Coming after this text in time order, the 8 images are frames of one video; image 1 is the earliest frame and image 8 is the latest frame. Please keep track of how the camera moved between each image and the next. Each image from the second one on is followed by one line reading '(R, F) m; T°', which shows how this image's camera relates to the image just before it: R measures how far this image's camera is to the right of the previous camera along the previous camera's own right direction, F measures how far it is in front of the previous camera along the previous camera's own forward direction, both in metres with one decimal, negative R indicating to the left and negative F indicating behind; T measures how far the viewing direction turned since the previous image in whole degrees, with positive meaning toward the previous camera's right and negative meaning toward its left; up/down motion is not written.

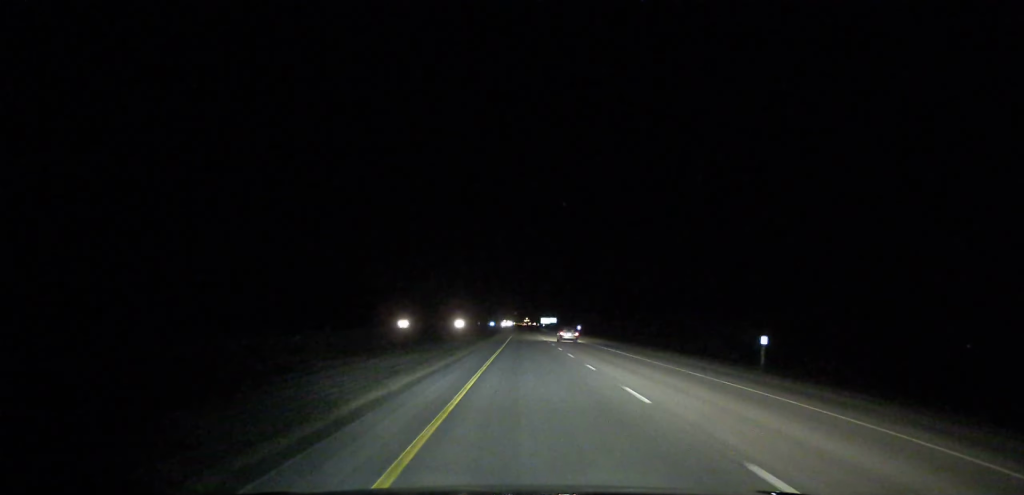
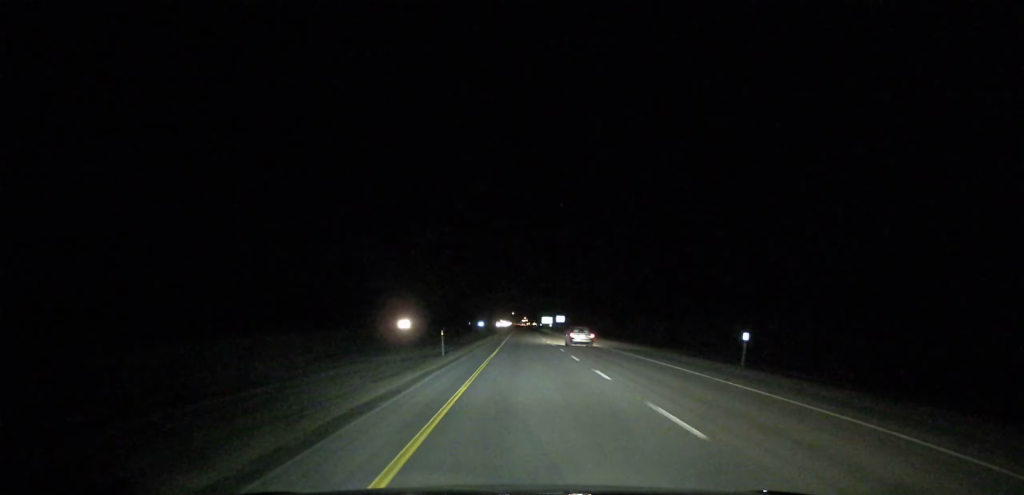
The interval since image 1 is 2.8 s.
(+0.1, +97.8) m; 0°
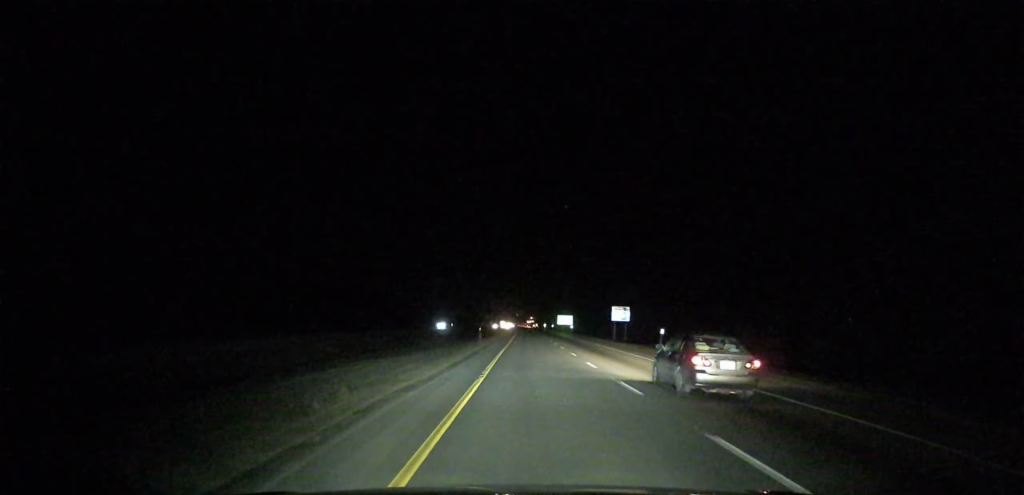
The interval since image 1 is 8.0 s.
(0.0, +180.2) m; 0°
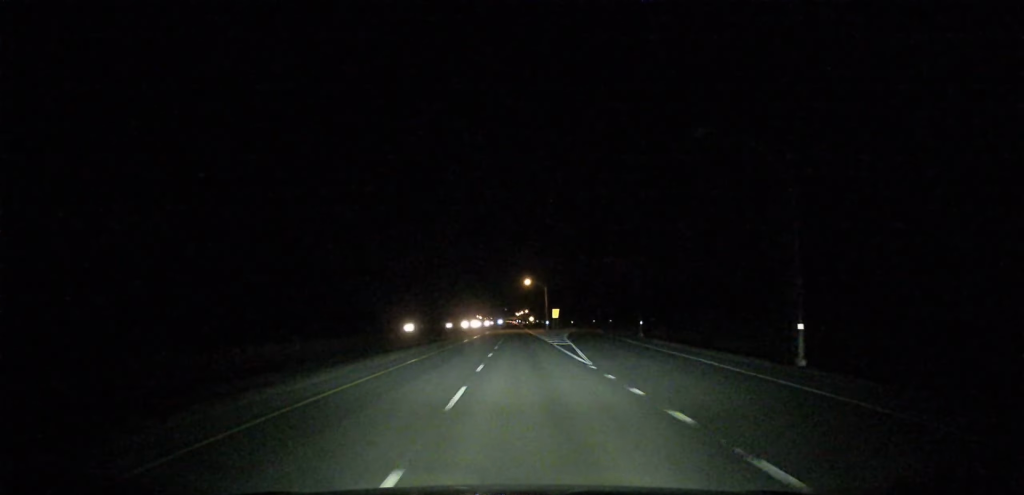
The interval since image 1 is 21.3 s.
(+3.6, +479.2) m; 0°
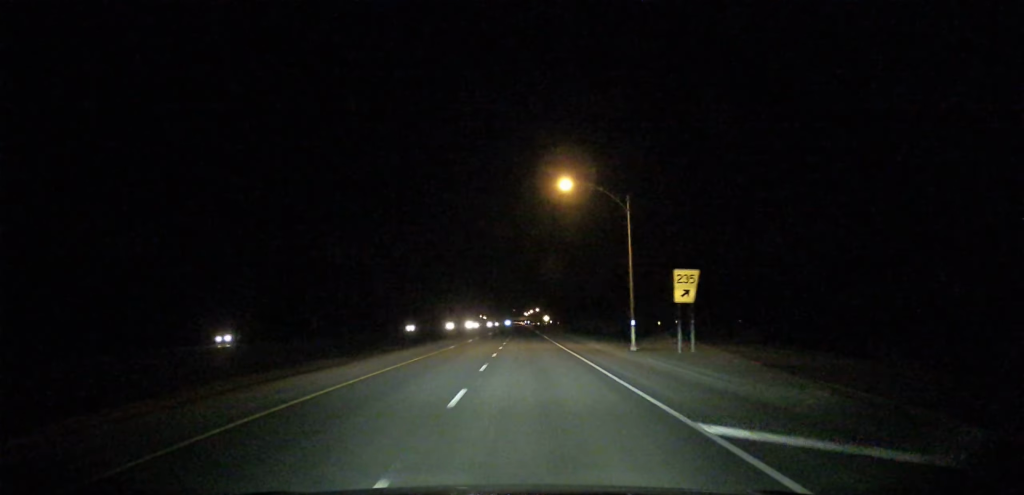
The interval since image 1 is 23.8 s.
(-0.6, +91.9) m; 0°
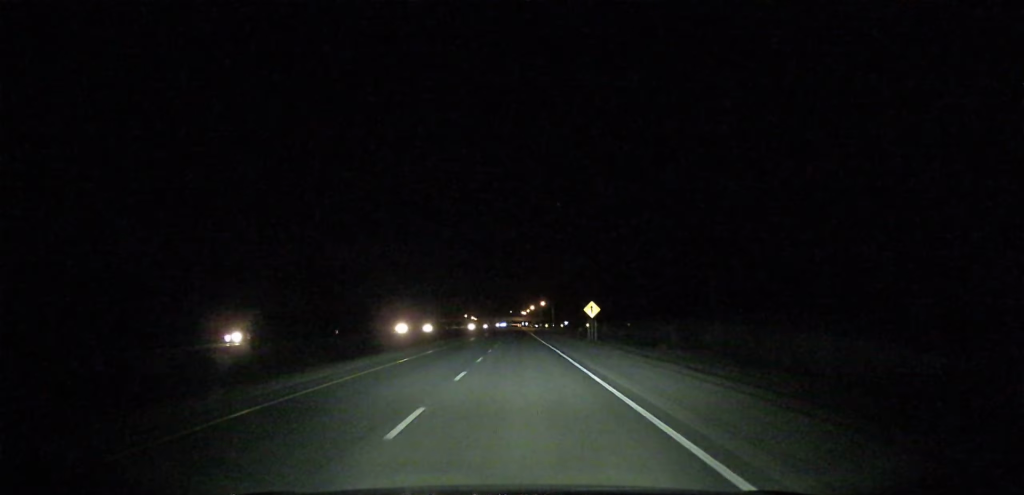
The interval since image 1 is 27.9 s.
(-0.2, +147.0) m; 0°
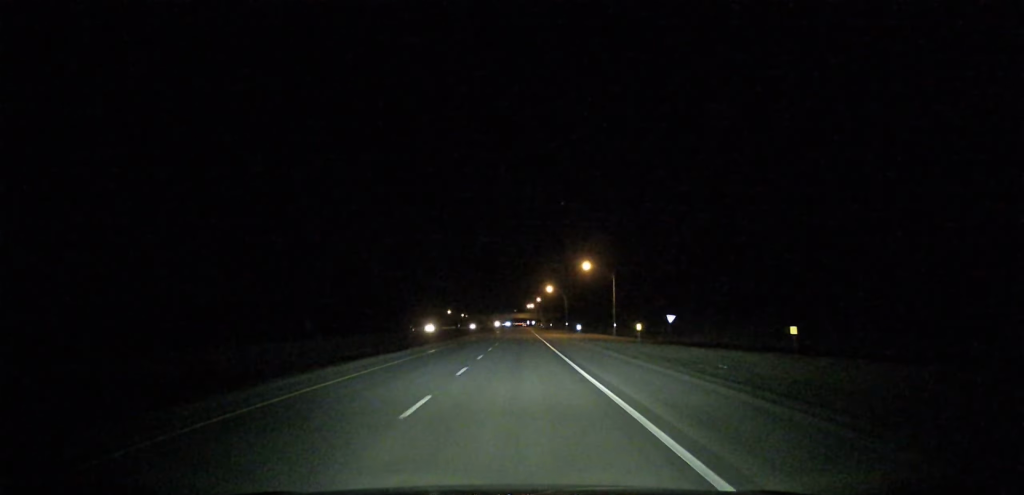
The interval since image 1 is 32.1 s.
(-0.1, +149.9) m; 0°
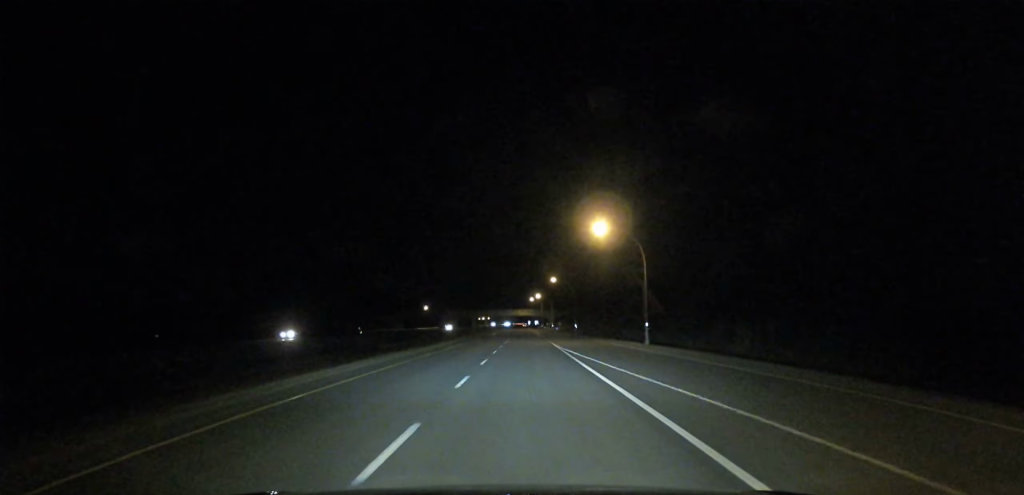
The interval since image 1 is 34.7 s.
(-0.1, +93.8) m; 0°
